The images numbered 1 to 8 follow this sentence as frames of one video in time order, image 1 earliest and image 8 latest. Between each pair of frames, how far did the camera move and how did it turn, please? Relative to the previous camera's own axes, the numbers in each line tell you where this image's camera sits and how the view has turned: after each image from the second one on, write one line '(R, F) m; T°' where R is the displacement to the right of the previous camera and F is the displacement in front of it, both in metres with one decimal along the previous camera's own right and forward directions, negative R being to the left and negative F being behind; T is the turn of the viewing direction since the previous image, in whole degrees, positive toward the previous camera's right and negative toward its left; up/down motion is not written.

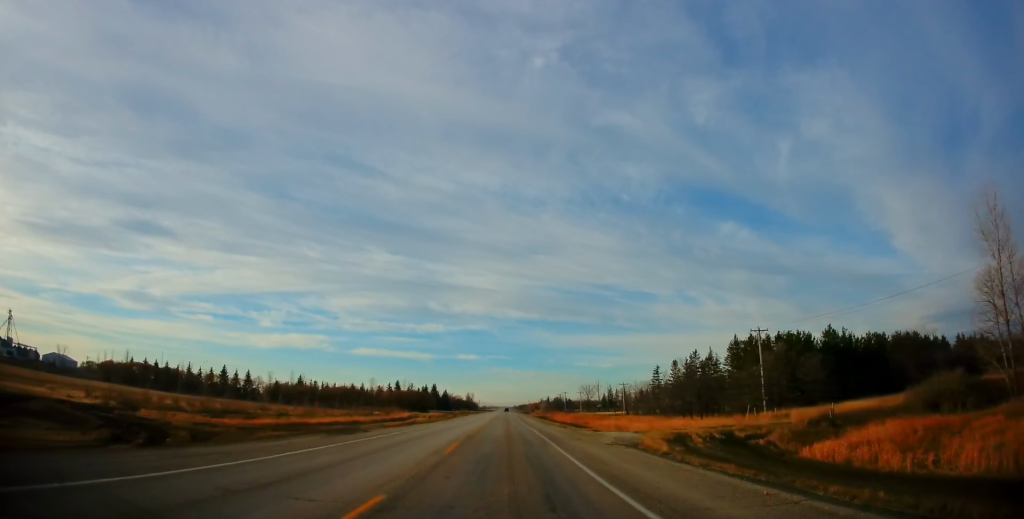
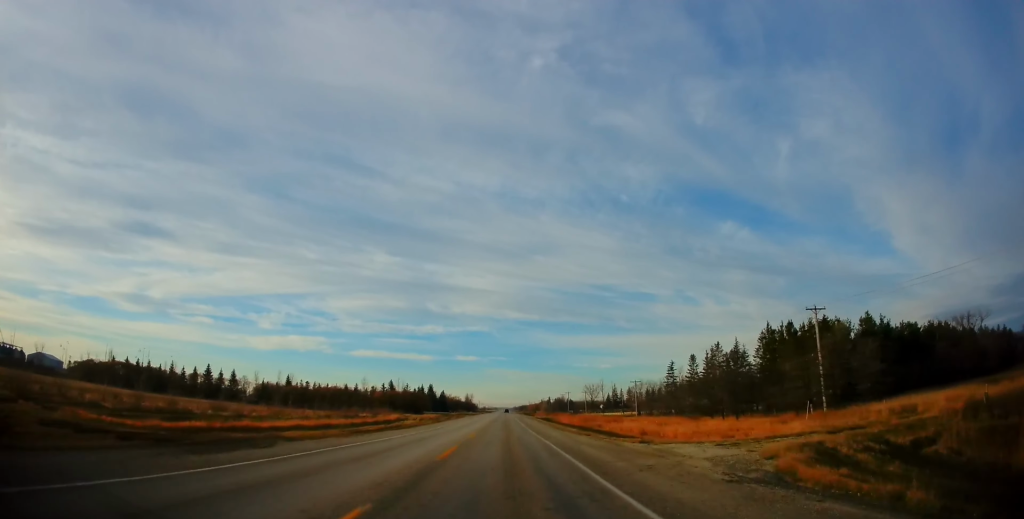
(-0.1, +11.9) m; 0°
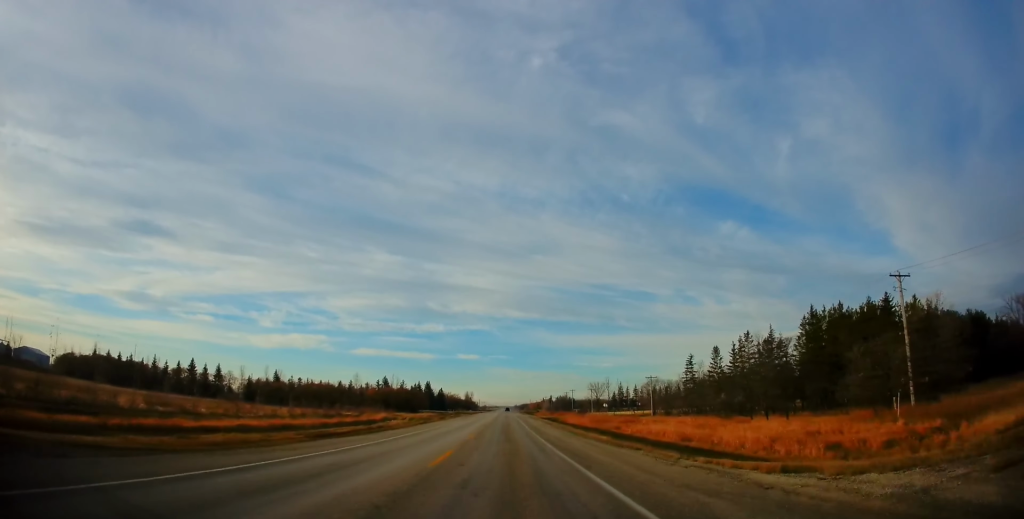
(-0.1, +11.9) m; 0°
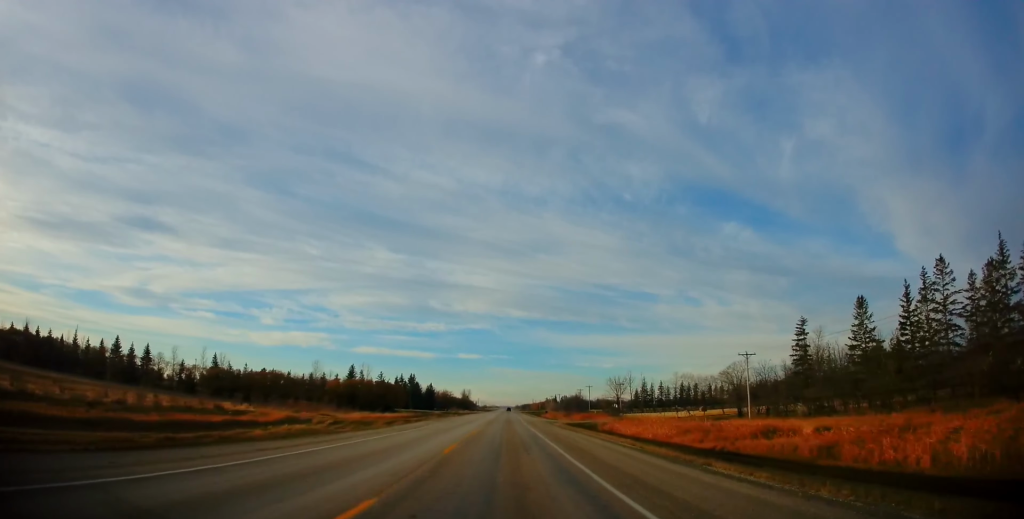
(+0.1, +41.0) m; 0°
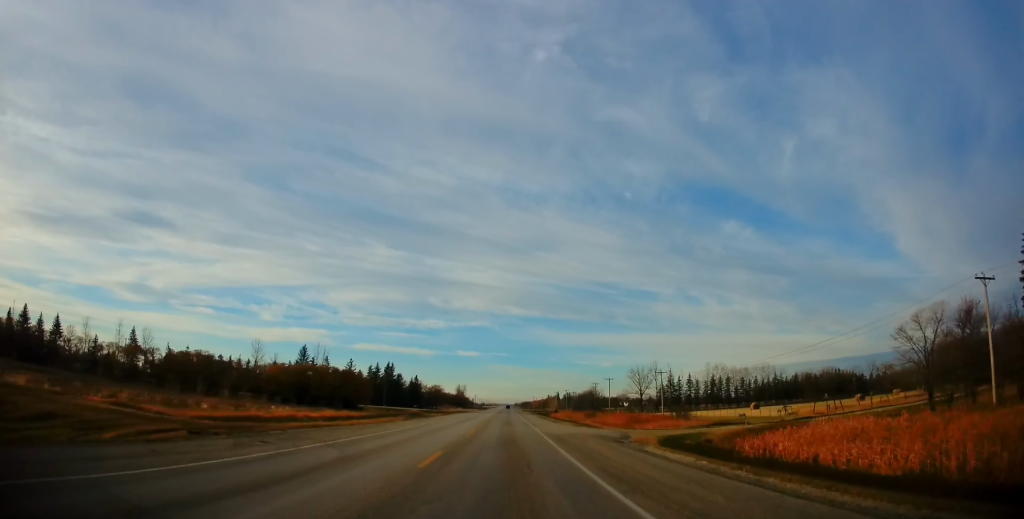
(+0.1, +41.0) m; 0°
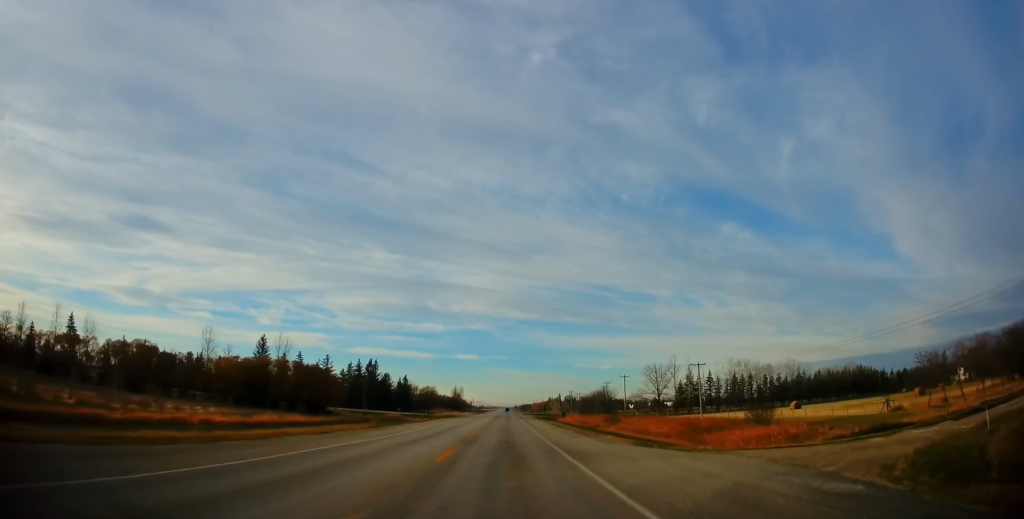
(0.0, +25.0) m; 0°
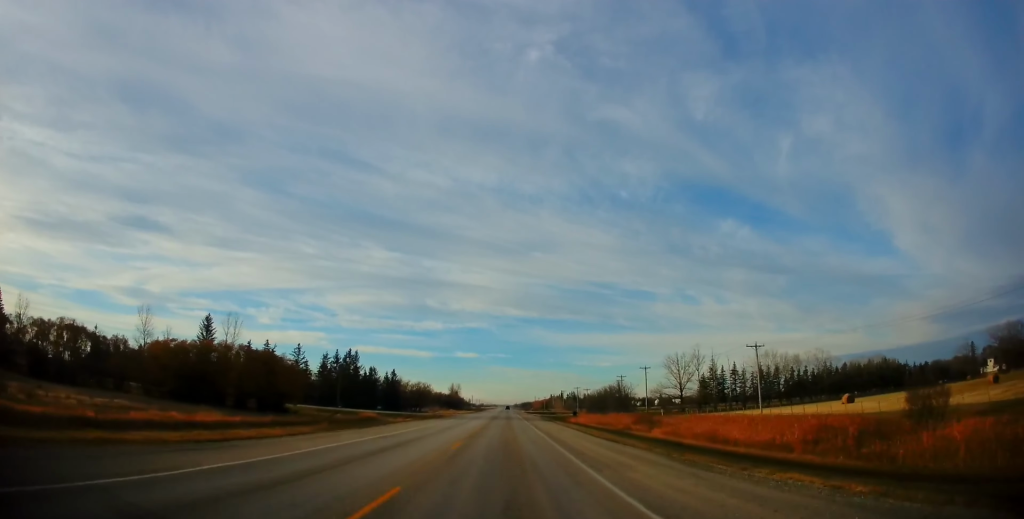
(0.0, +24.0) m; 0°
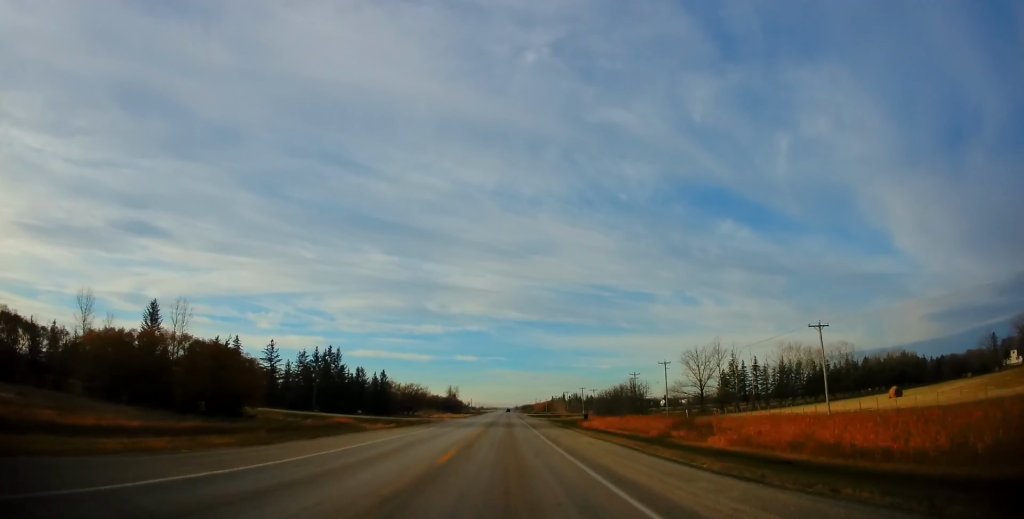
(0.0, +16.0) m; -1°
